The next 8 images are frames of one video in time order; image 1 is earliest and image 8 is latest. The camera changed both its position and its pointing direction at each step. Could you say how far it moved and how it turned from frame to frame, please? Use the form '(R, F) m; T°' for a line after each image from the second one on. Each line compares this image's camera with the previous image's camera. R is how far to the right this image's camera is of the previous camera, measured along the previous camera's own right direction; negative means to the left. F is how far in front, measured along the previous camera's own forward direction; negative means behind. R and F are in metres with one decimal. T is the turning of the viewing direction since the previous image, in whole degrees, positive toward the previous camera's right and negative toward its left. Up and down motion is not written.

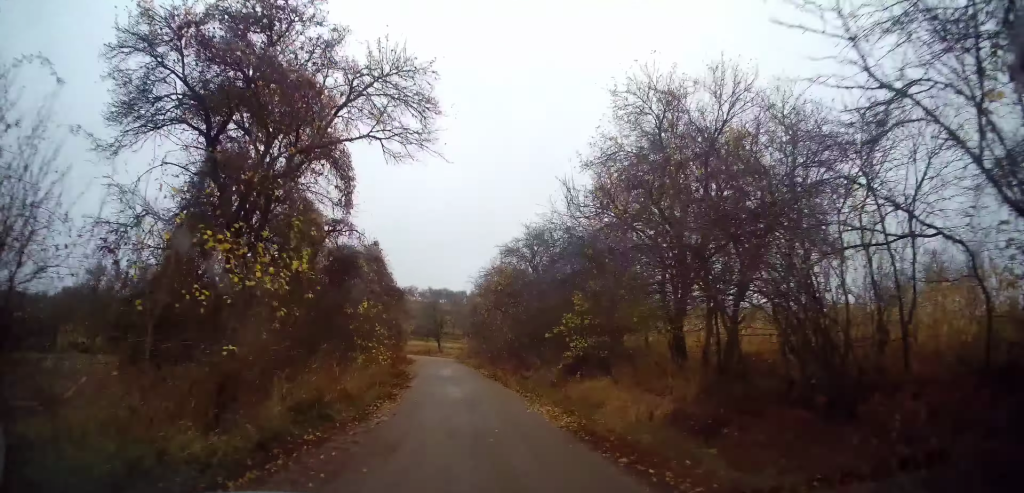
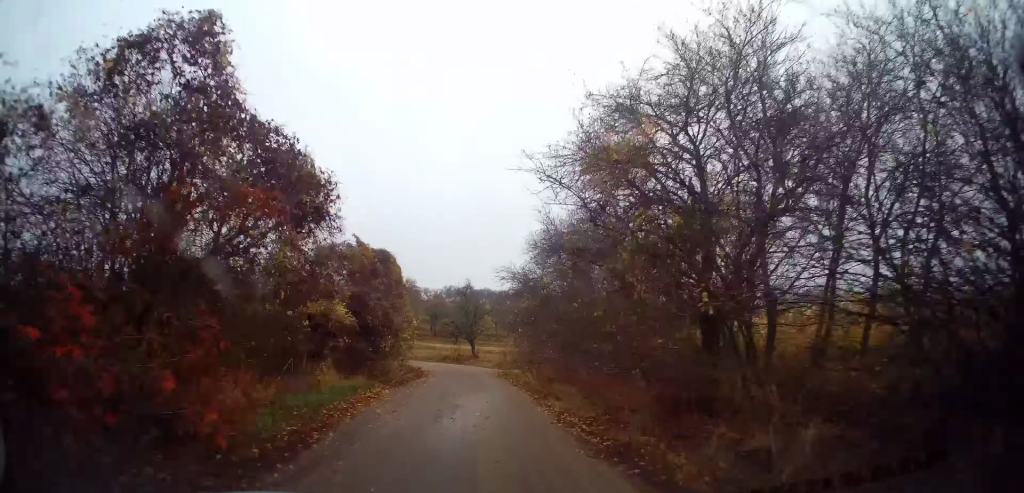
(-0.2, +15.3) m; -3°
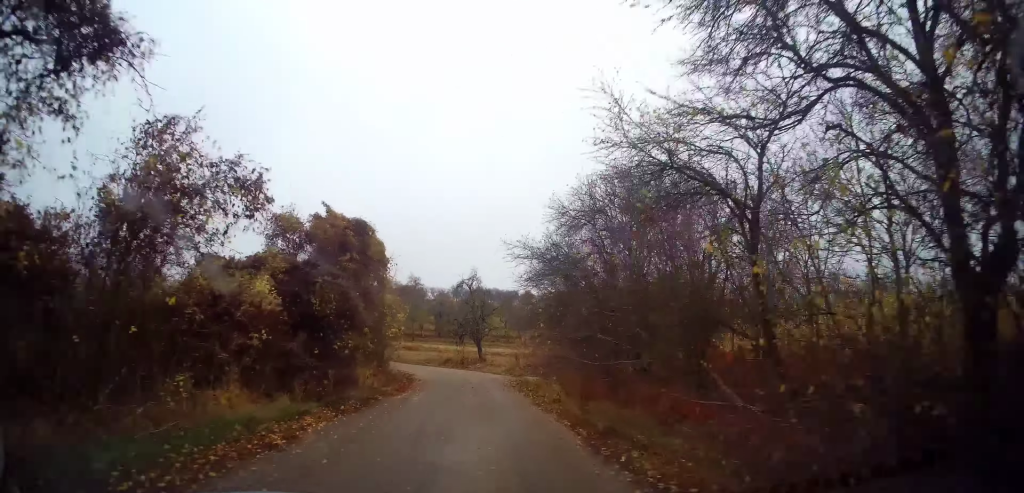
(-0.2, +5.5) m; -2°
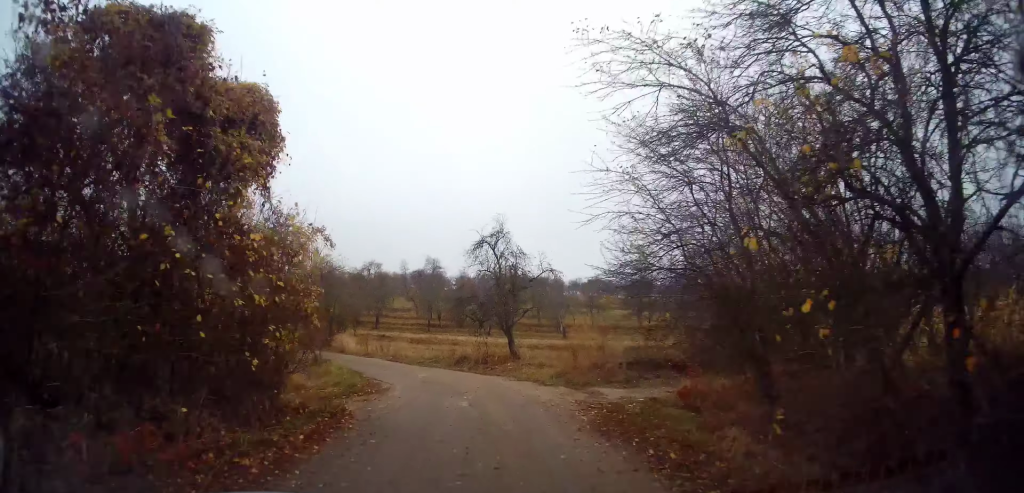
(-0.2, +11.7) m; -2°
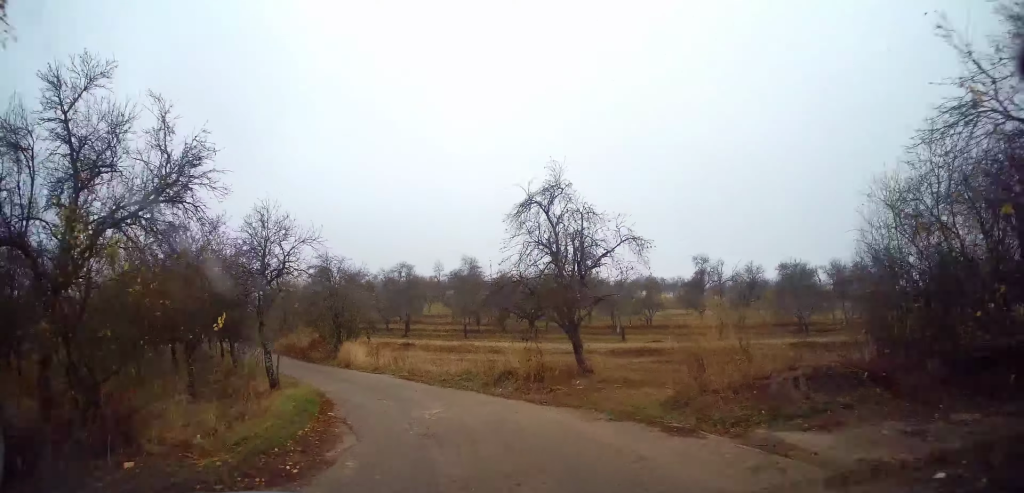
(0.0, +8.3) m; -7°
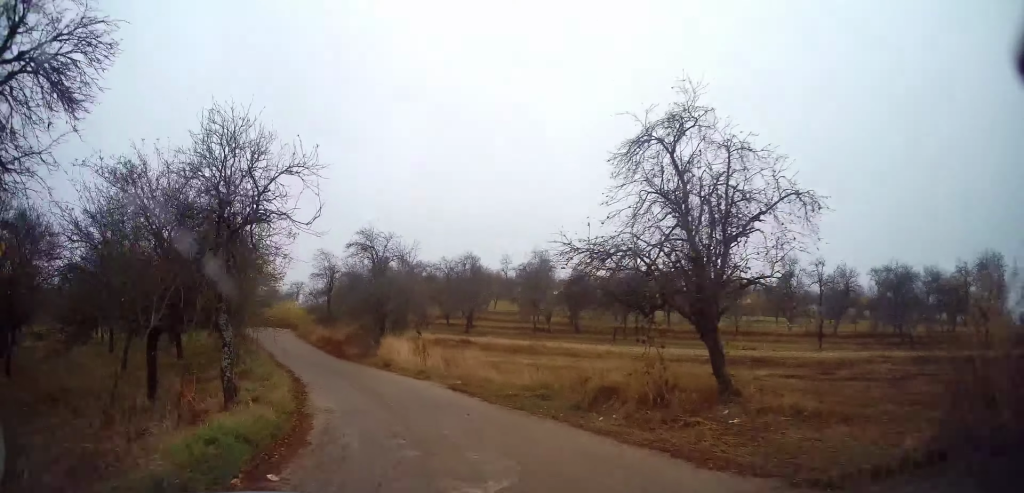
(-0.1, +5.8) m; -8°
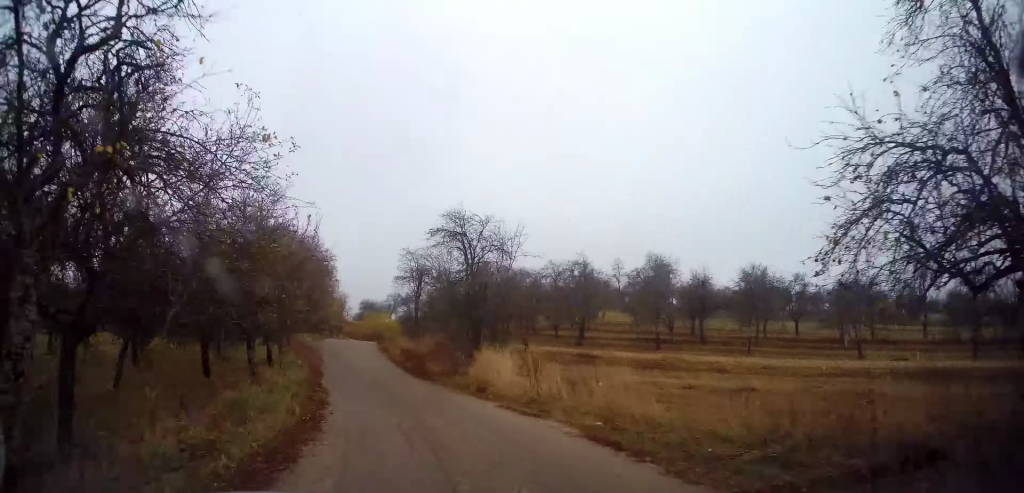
(-0.9, +6.0) m; -10°
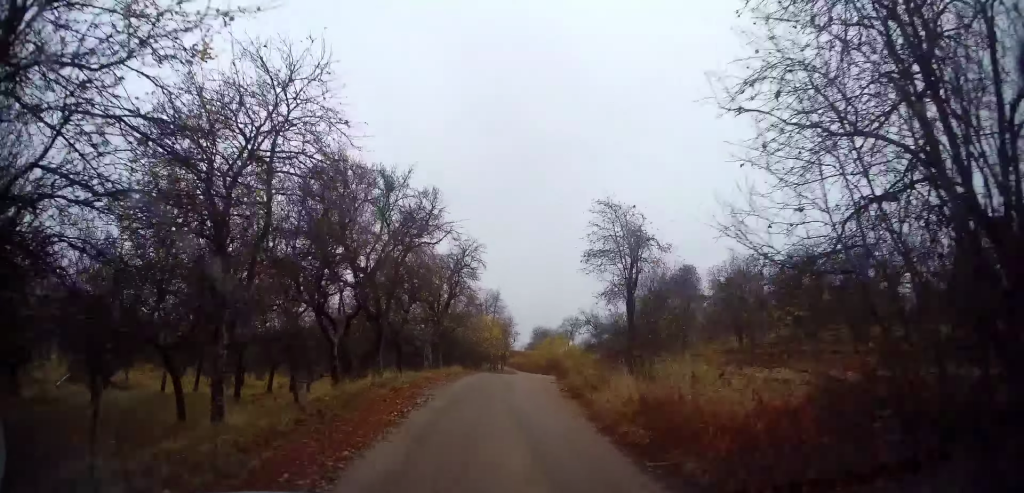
(-2.1, +15.0) m; -13°
